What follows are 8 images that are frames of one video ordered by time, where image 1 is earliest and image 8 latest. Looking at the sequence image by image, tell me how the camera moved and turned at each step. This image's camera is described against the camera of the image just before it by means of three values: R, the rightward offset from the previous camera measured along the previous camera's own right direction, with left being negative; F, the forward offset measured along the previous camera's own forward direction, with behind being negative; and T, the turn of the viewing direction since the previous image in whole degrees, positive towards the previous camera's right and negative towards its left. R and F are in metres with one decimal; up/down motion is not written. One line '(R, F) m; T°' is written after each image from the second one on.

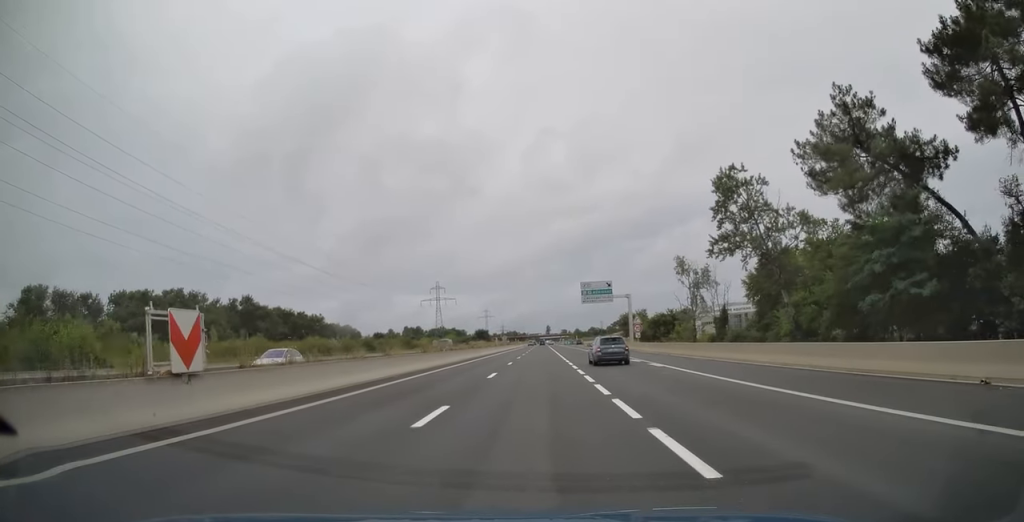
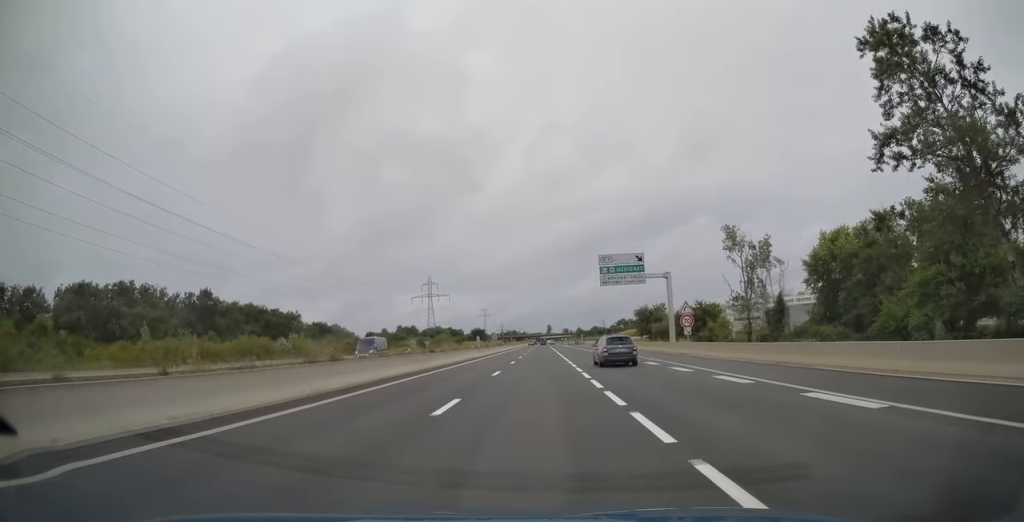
(+0.1, +24.7) m; 0°
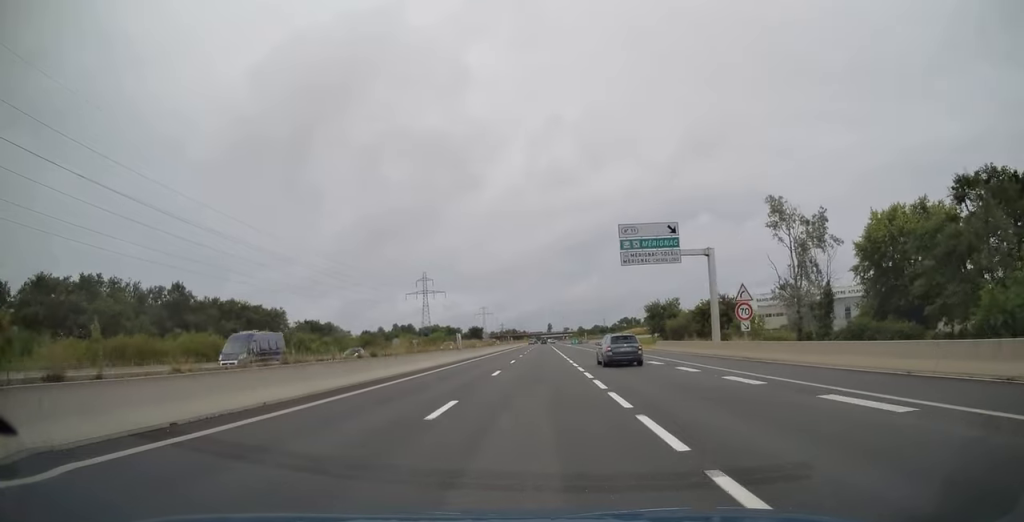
(0.0, +13.9) m; 0°
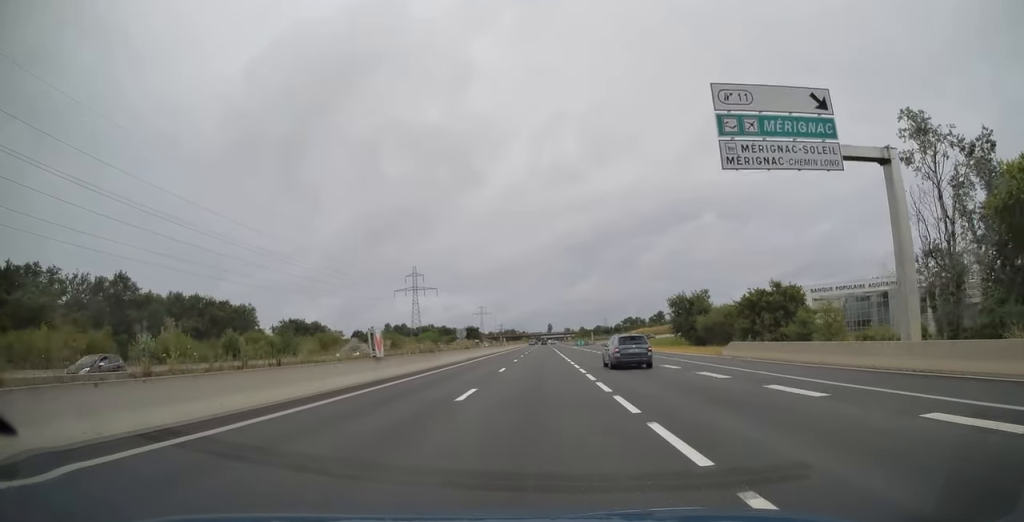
(0.0, +23.0) m; 0°
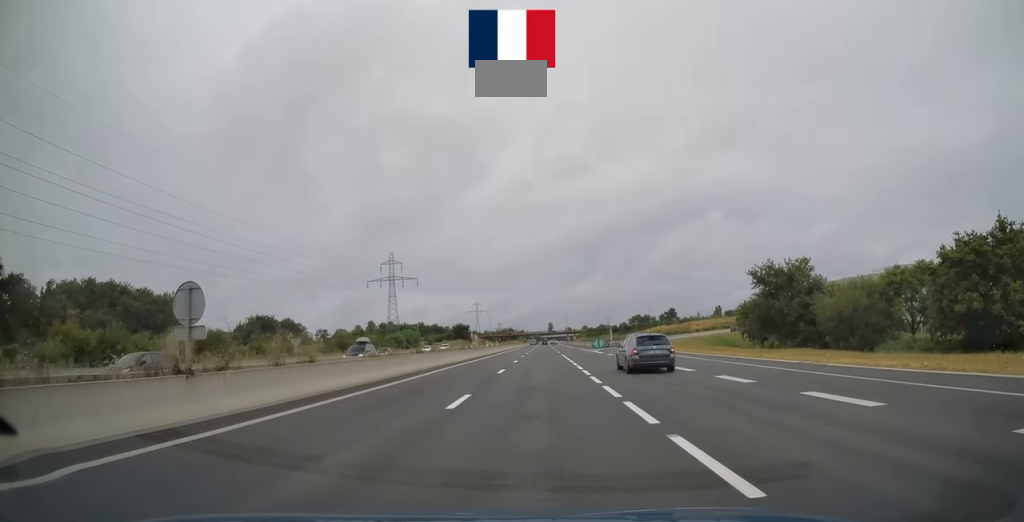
(0.0, +41.3) m; 0°
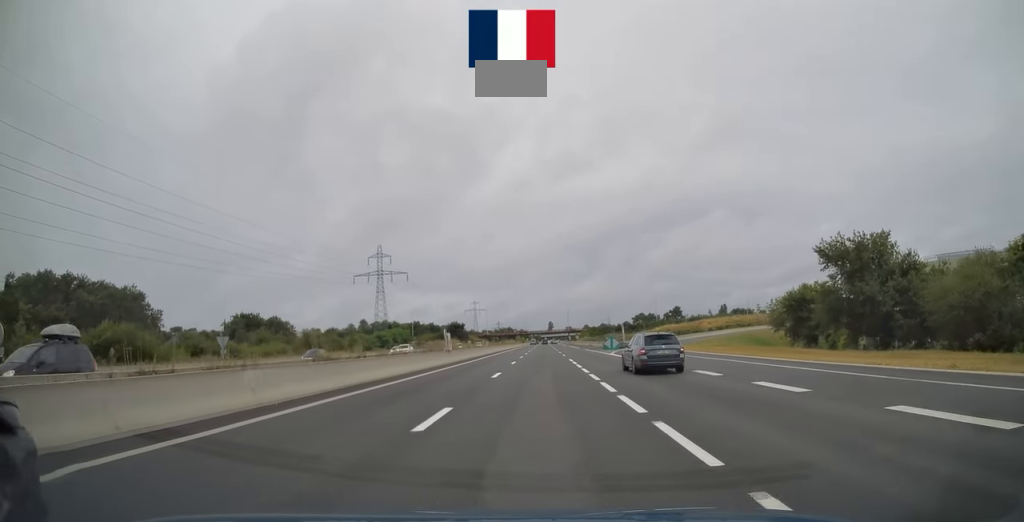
(0.0, +16.4) m; 0°
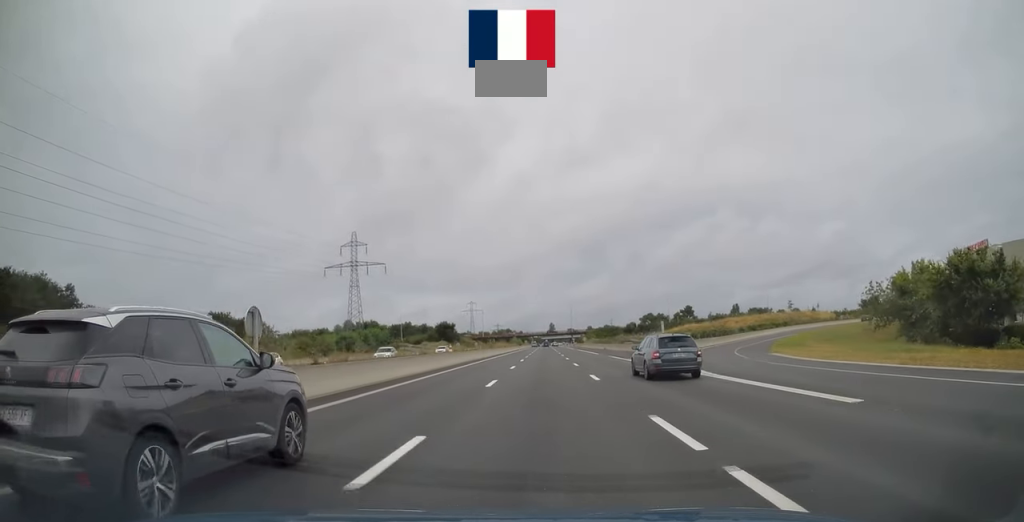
(-0.1, +29.8) m; 0°
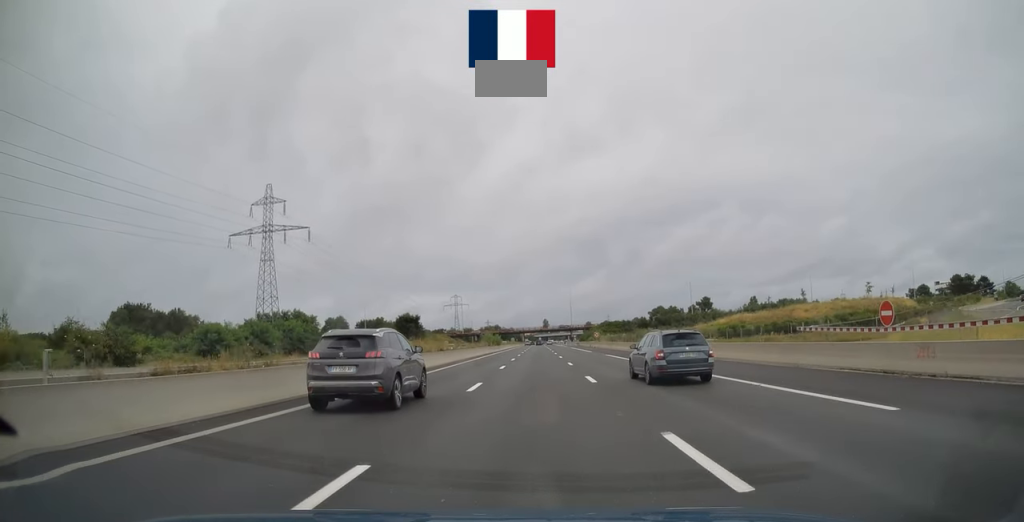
(+0.2, +54.9) m; 0°
